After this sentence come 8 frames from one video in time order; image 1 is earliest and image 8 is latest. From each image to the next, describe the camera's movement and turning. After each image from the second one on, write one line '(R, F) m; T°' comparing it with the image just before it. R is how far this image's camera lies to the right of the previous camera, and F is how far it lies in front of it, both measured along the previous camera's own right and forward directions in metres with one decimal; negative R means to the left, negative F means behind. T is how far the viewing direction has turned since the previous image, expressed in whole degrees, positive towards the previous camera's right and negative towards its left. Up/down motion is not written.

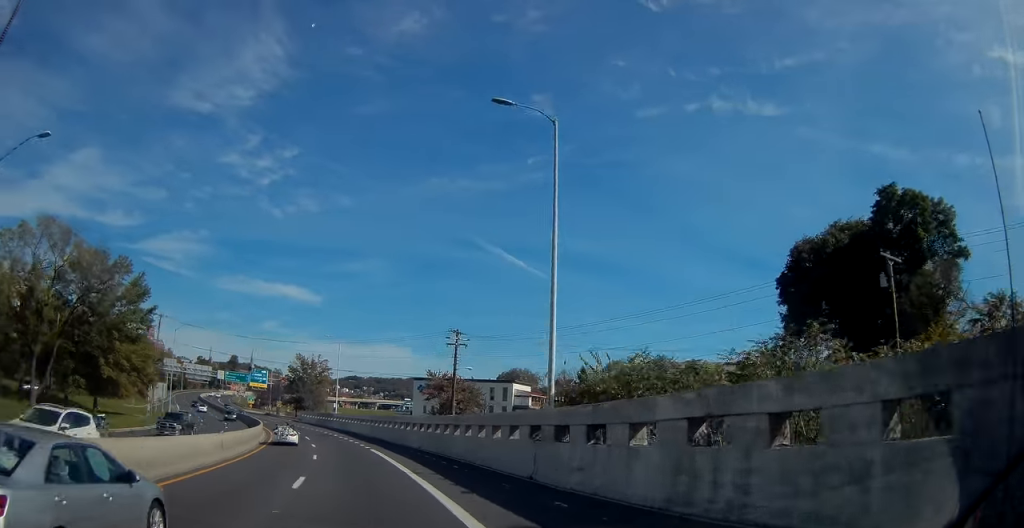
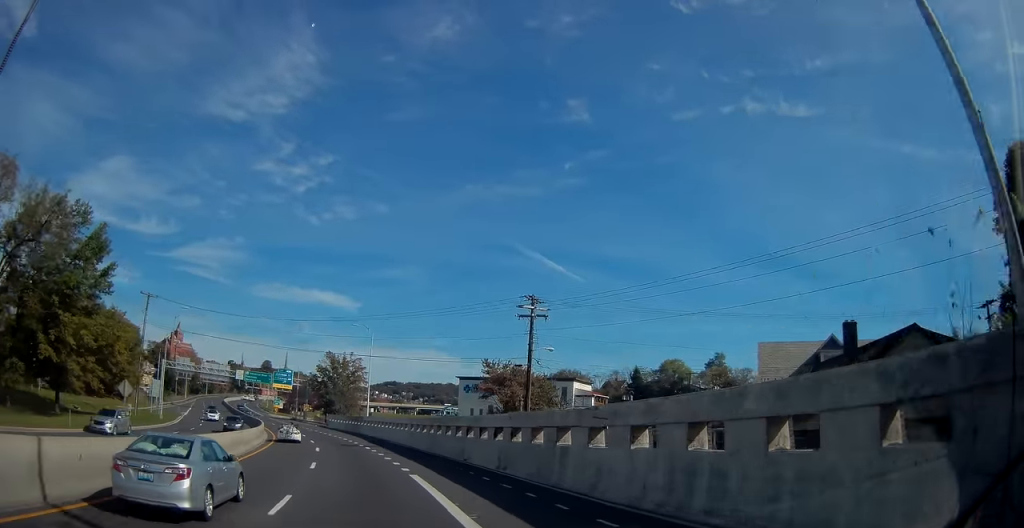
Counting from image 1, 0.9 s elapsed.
(-0.7, +17.0) m; -4°
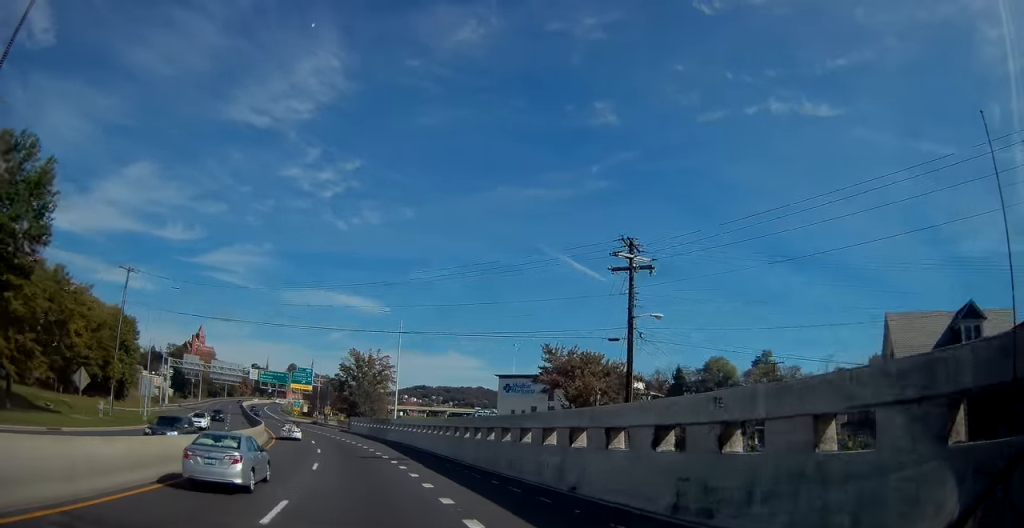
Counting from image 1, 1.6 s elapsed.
(-0.3, +13.1) m; -3°
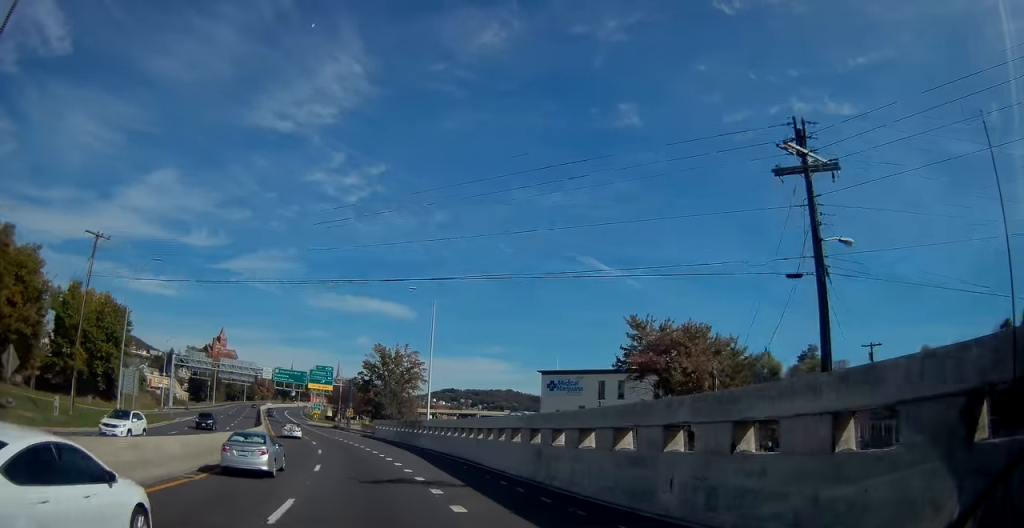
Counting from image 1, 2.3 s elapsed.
(-0.2, +12.4) m; -3°
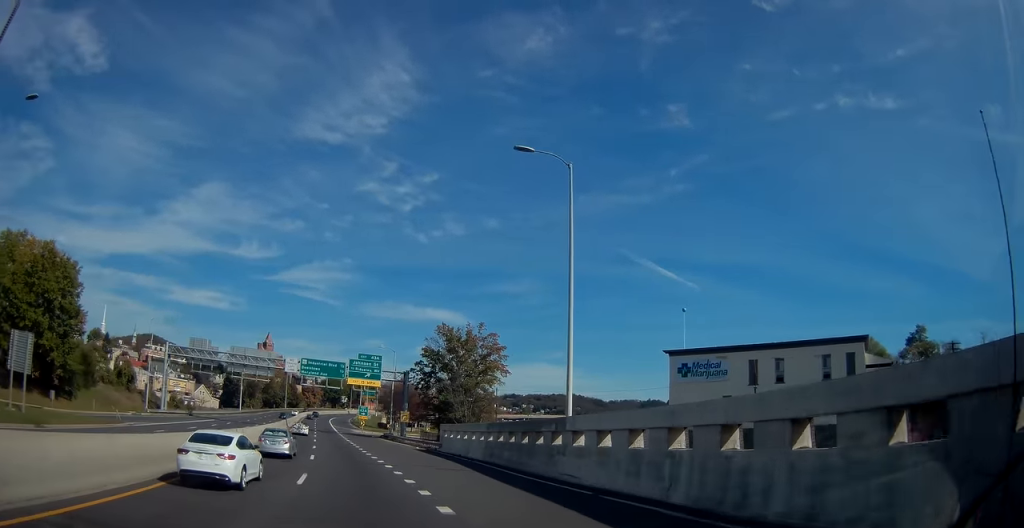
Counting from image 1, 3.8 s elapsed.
(-1.7, +29.1) m; -6°
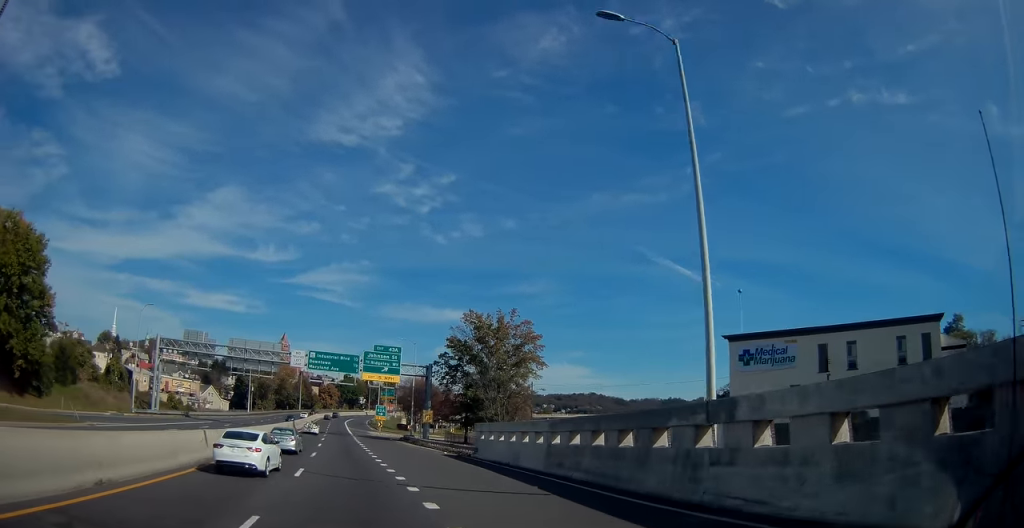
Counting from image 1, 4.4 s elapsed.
(0.0, +9.9) m; -2°
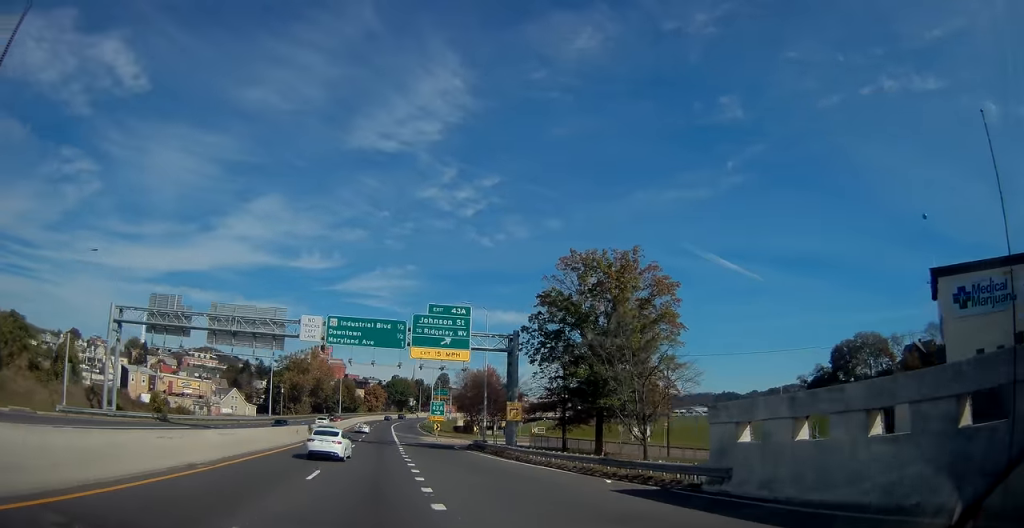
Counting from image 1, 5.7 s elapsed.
(-1.2, +25.5) m; -5°
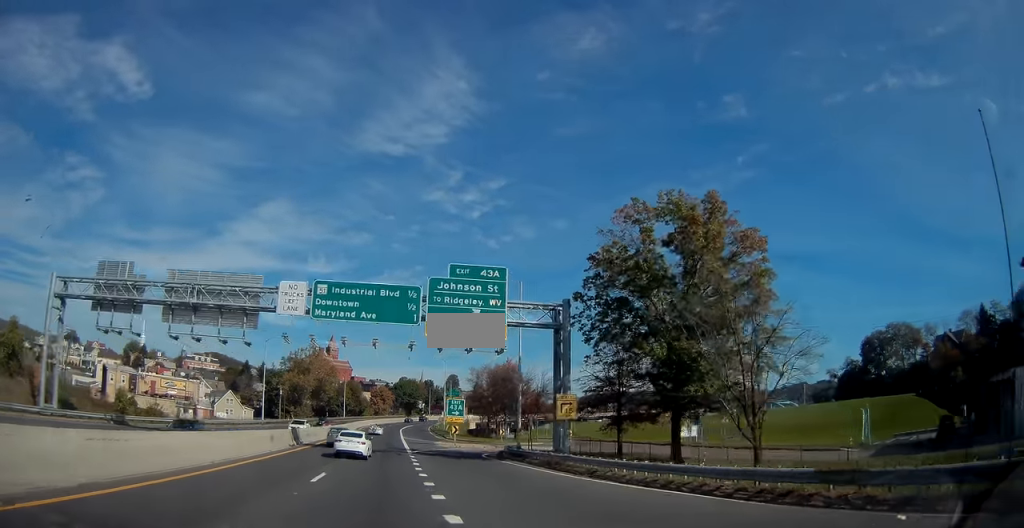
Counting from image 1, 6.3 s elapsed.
(-0.4, +12.3) m; -1°
